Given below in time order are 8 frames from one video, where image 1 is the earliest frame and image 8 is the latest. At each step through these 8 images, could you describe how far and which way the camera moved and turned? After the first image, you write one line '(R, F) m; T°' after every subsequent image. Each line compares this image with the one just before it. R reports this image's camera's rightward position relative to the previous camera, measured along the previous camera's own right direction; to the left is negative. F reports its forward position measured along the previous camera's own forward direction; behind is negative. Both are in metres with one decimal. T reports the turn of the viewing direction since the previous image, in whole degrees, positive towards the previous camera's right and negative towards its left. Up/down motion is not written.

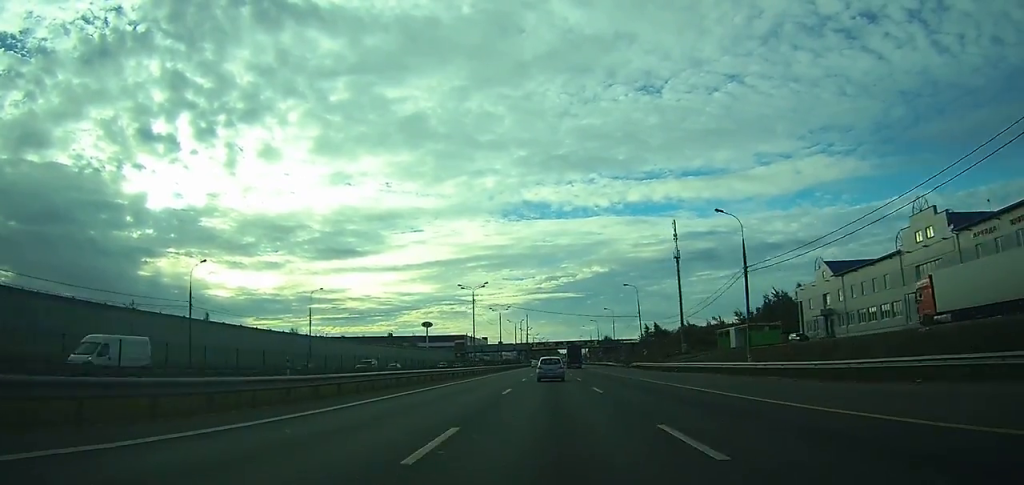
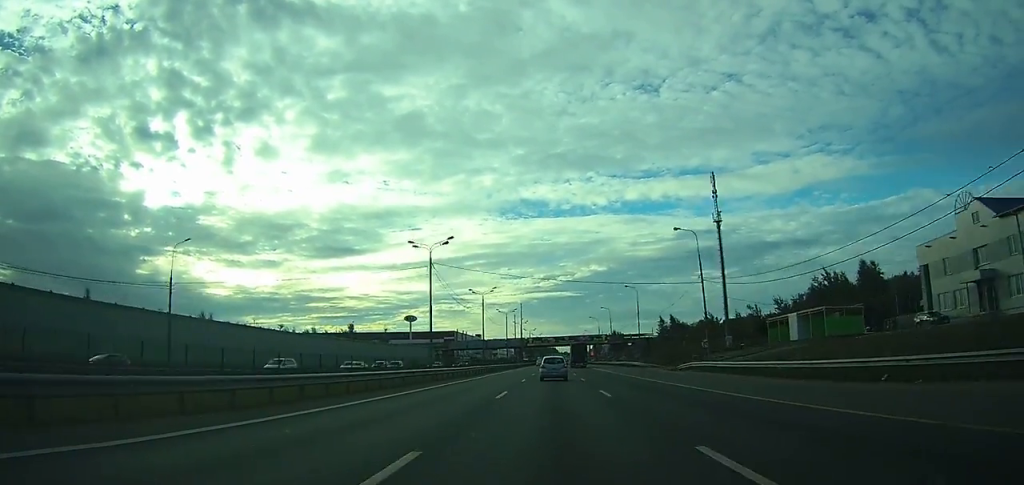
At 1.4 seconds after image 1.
(0.0, +33.5) m; 0°
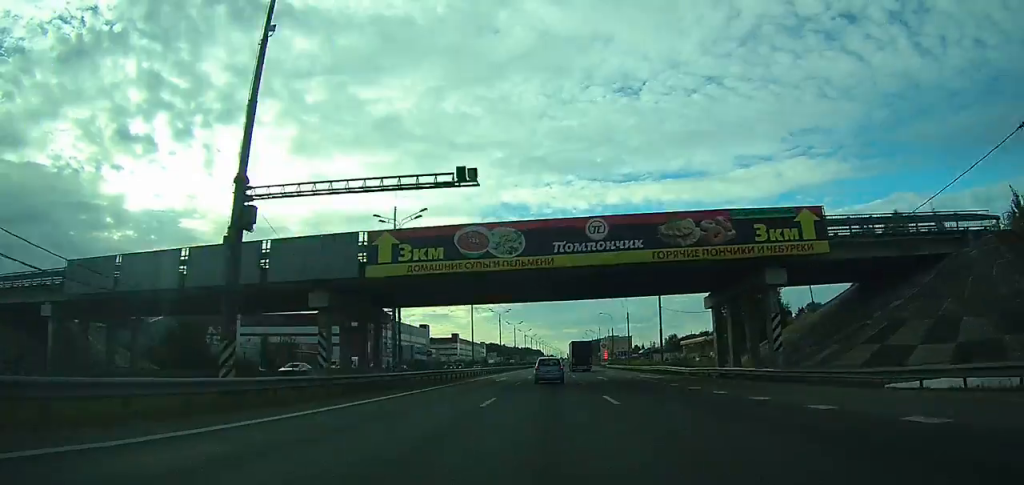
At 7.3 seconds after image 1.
(+1.5, +153.3) m; +1°
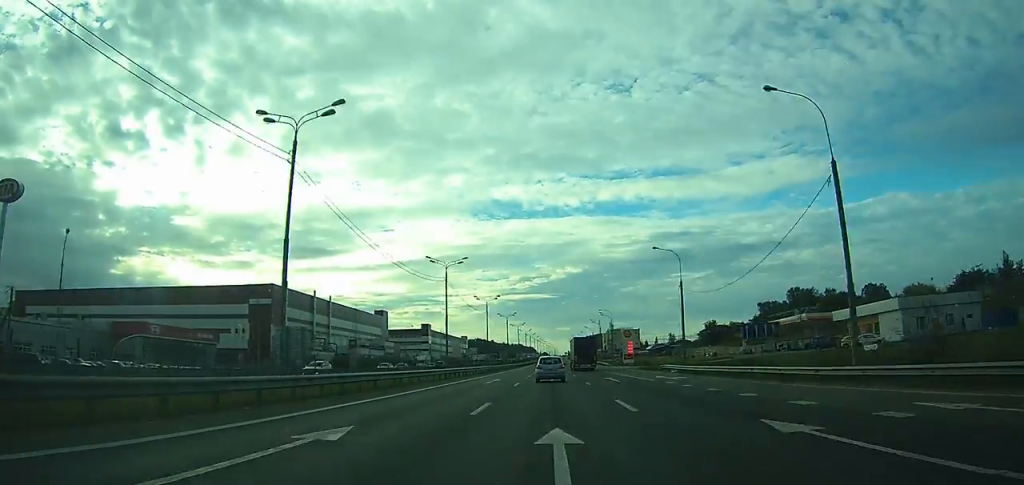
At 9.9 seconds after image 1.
(+0.2, +69.7) m; 0°
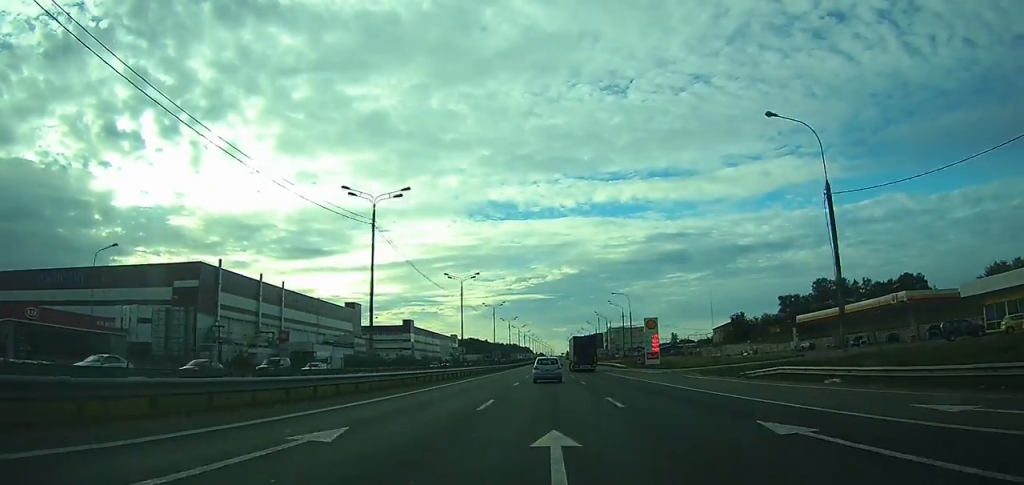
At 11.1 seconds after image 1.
(+0.1, +29.4) m; 0°
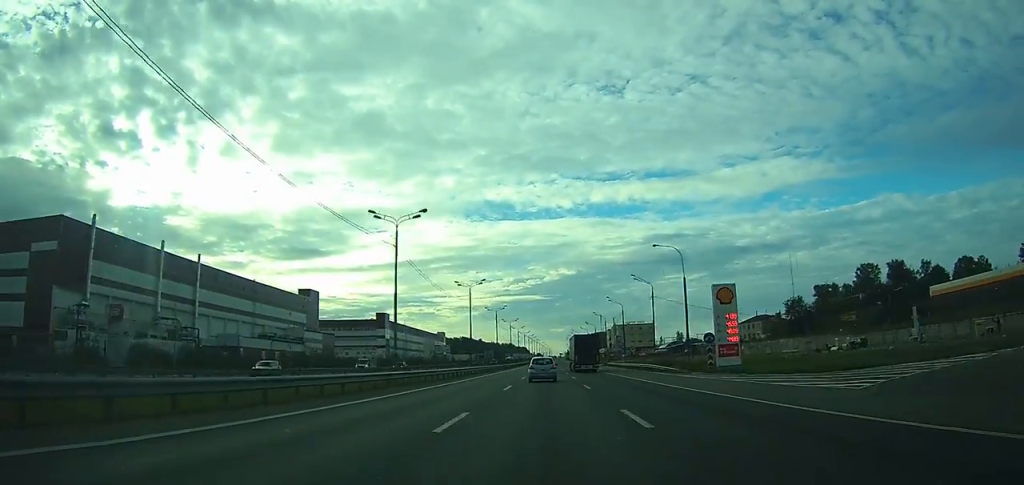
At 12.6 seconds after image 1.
(+0.1, +34.9) m; +1°
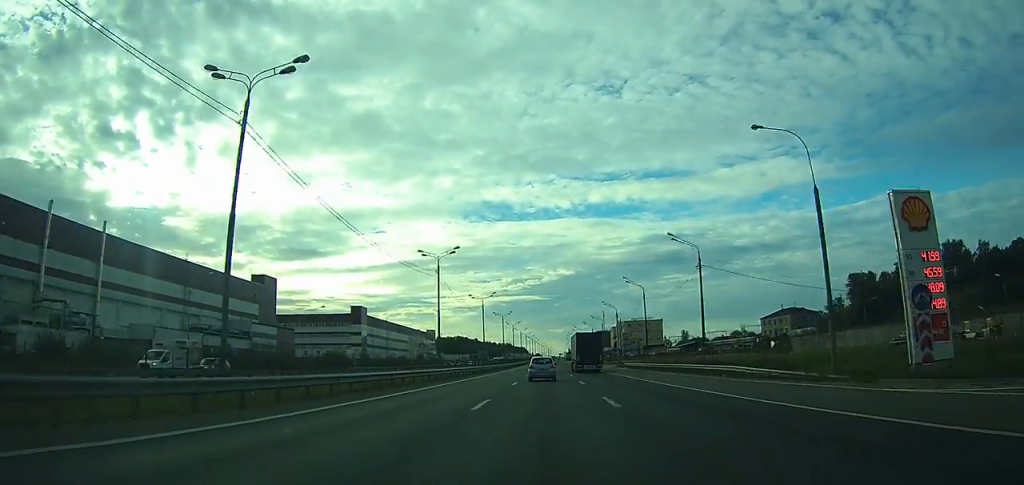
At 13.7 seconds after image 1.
(+0.2, +24.5) m; 0°
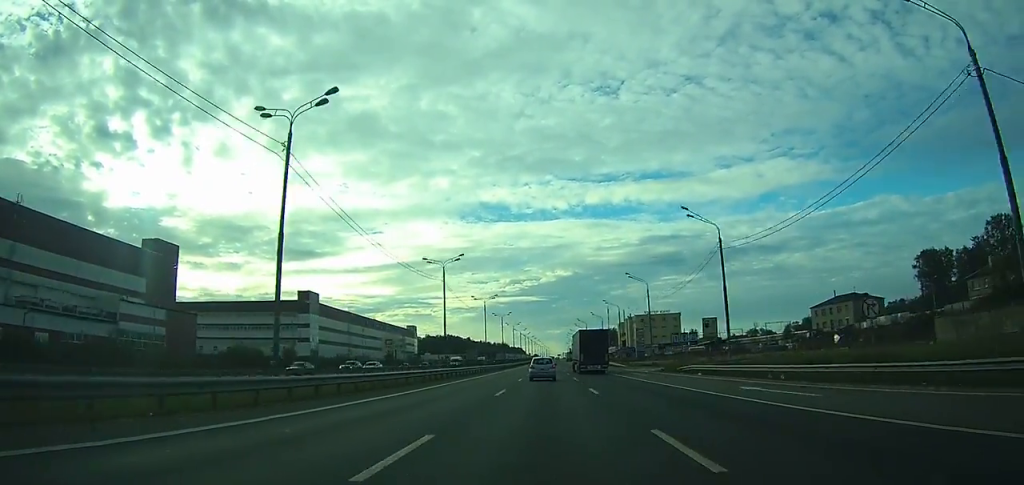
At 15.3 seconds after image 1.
(+0.2, +37.6) m; 0°
